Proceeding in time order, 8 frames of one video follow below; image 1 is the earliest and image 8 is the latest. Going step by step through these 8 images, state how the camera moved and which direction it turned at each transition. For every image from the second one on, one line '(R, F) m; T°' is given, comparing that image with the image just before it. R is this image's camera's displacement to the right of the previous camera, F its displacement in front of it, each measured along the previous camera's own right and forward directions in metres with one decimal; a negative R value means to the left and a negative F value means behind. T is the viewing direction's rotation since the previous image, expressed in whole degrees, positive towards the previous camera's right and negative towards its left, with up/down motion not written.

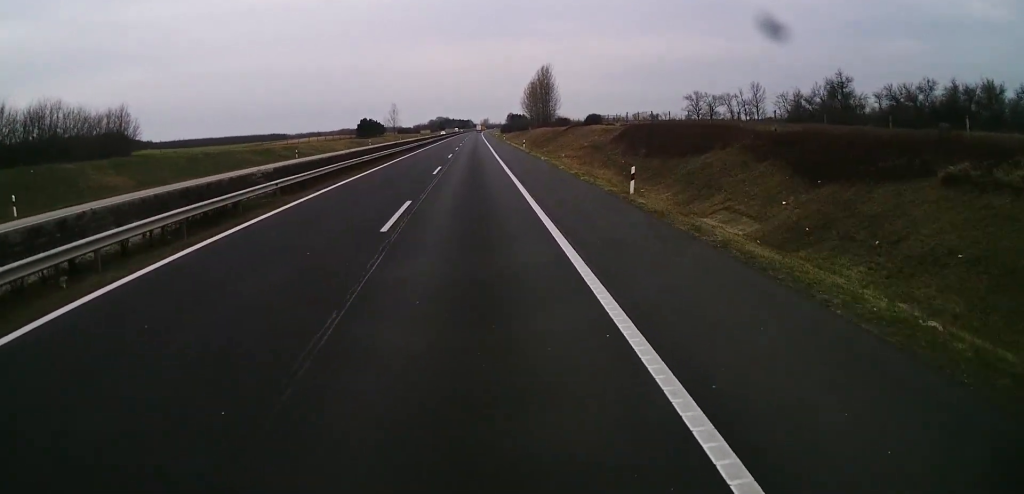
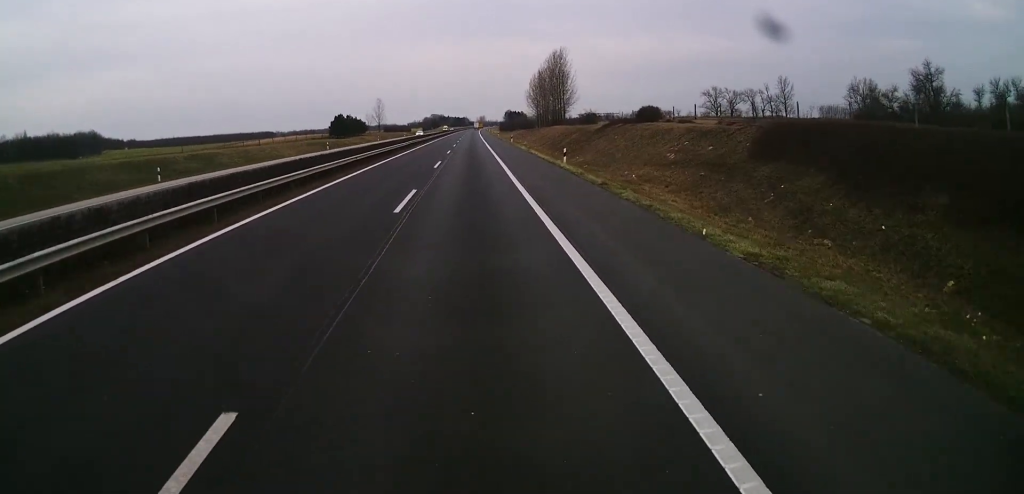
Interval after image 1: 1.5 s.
(+0.3, +33.9) m; +1°
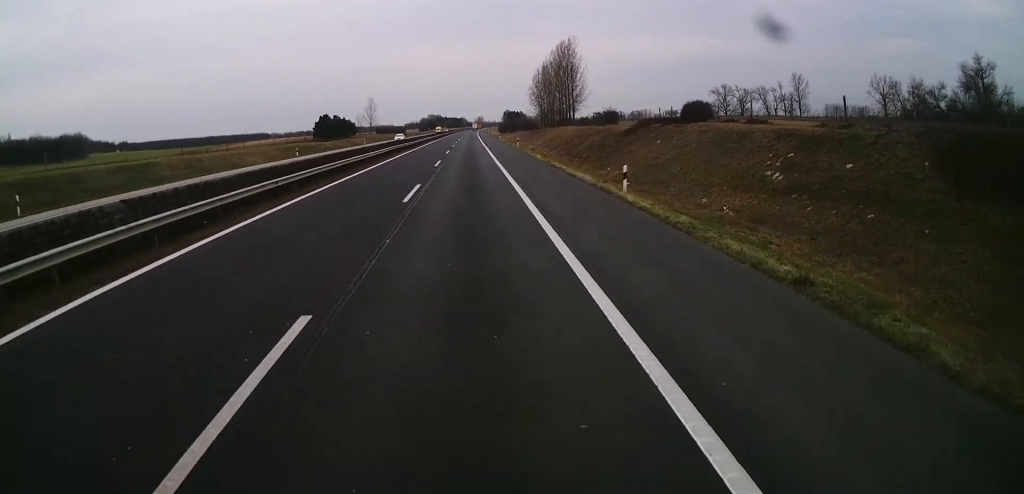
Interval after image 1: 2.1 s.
(+0.1, +15.4) m; 0°
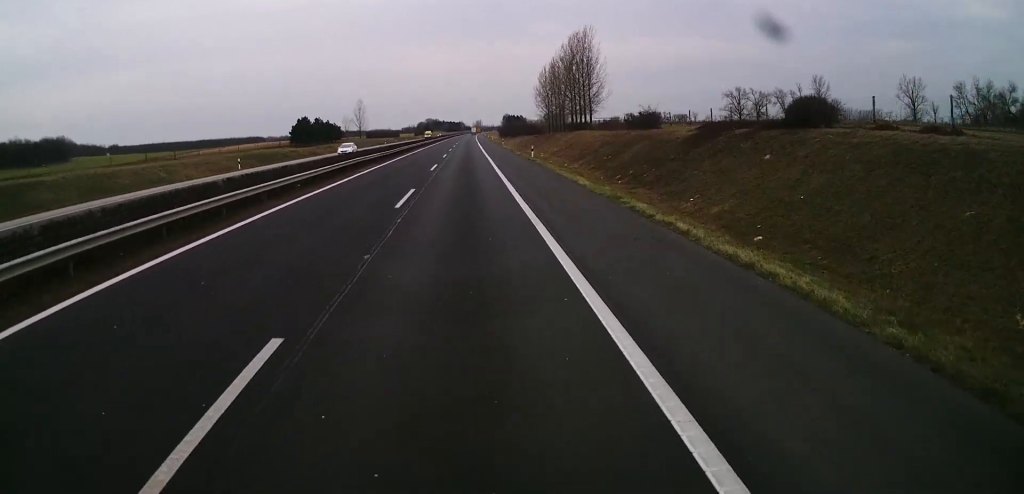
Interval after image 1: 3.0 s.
(-0.2, +19.2) m; -1°
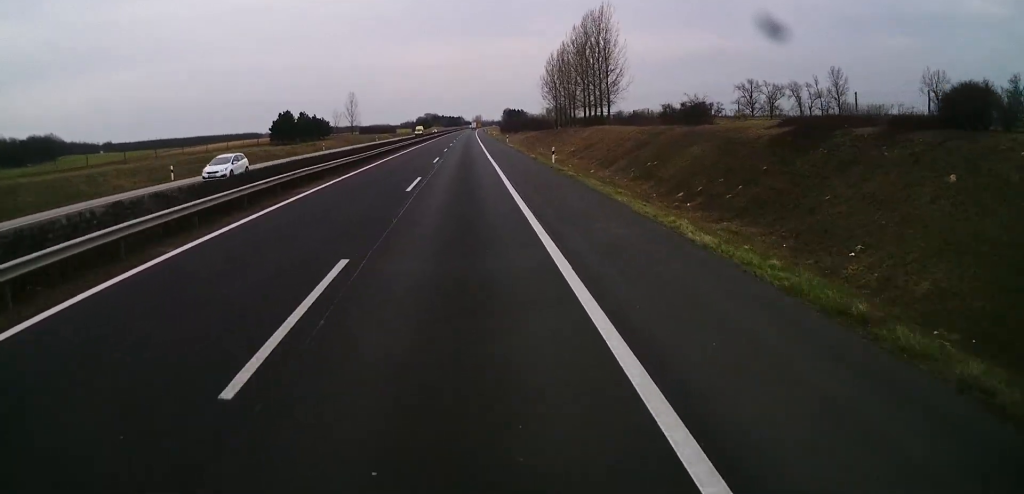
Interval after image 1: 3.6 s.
(0.0, +13.8) m; 0°
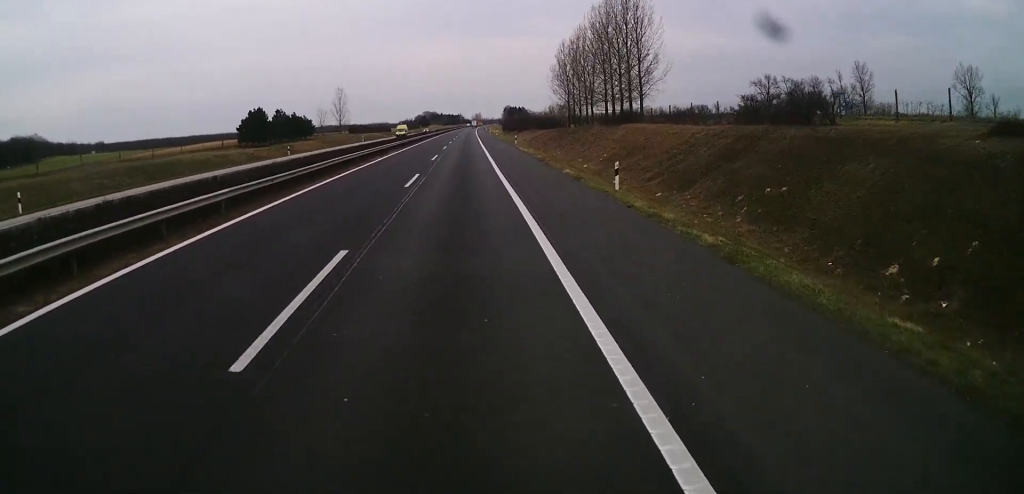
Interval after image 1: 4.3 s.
(0.0, +17.7) m; 0°
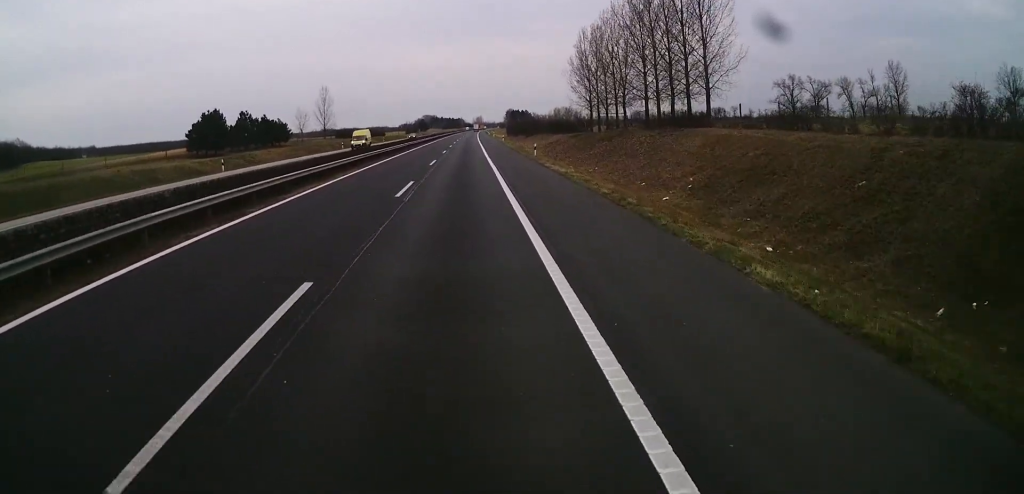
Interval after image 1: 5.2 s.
(+0.1, +20.8) m; 0°
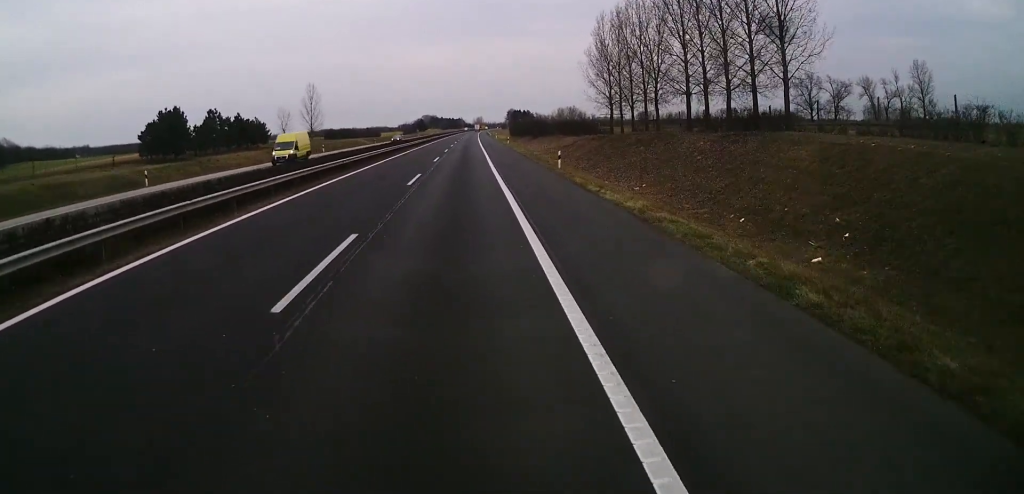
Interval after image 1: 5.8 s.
(+0.2, +13.9) m; 0°
